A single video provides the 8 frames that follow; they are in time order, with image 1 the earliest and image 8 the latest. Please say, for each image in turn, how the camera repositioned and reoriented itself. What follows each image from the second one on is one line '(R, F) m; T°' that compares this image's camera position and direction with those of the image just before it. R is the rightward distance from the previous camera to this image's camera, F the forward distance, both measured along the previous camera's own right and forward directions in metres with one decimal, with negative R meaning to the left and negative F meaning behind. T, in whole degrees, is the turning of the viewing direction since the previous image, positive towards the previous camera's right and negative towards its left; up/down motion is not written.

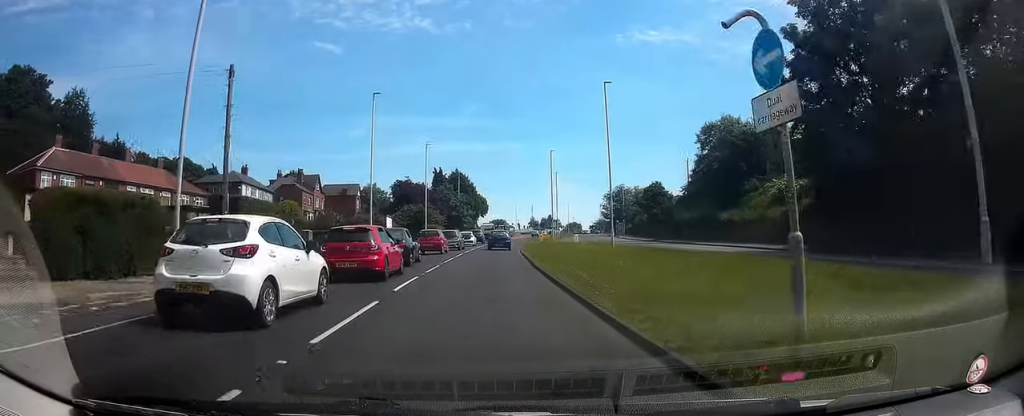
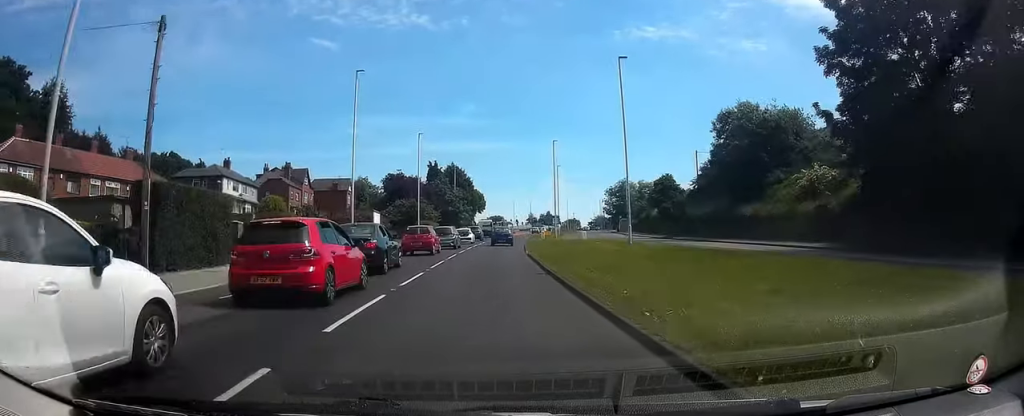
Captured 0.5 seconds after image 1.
(+0.1, +5.3) m; +1°
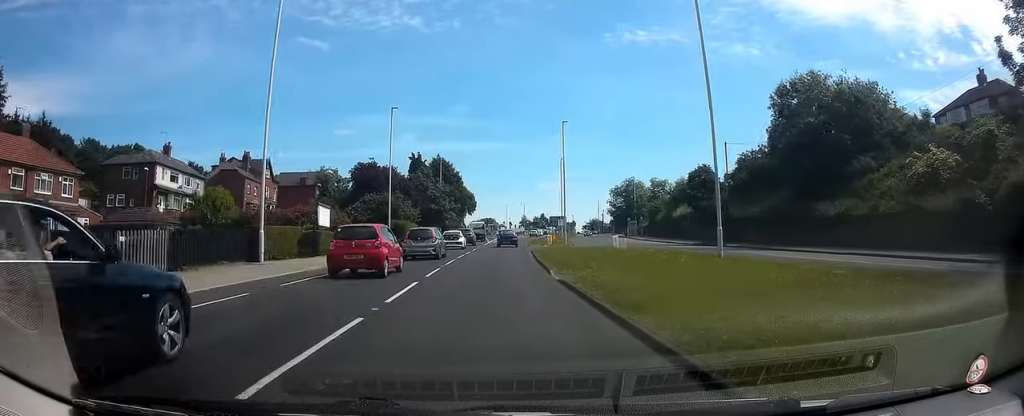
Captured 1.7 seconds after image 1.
(+0.2, +14.5) m; +2°
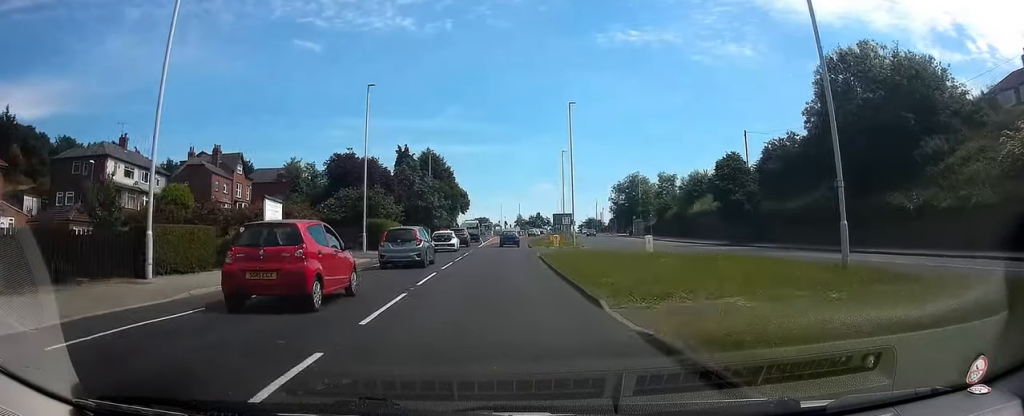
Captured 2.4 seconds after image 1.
(0.0, +8.1) m; +1°
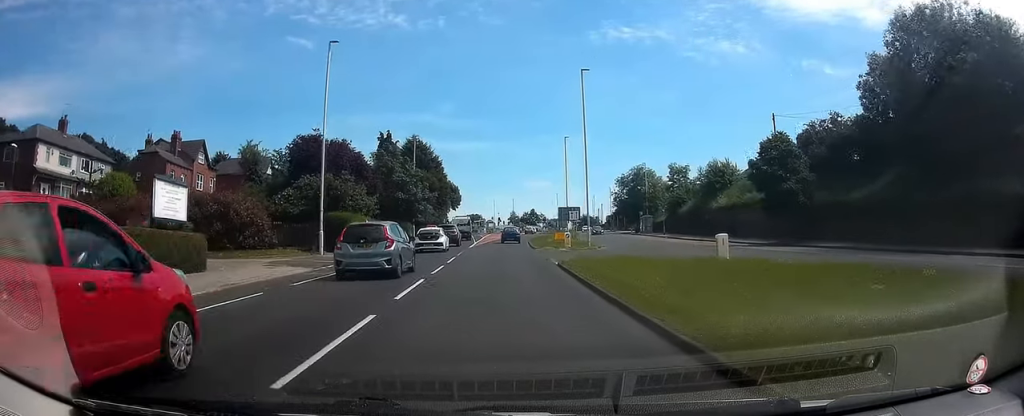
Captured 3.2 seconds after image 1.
(+0.1, +9.3) m; +1°
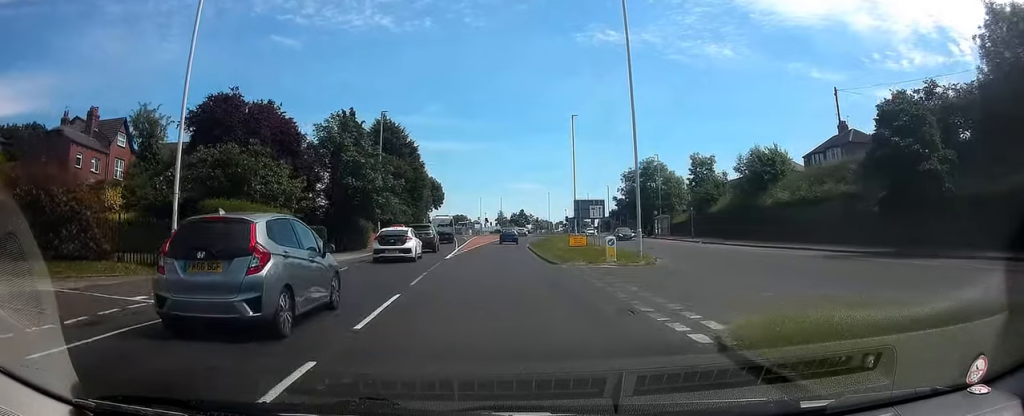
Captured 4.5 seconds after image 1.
(0.0, +14.7) m; 0°
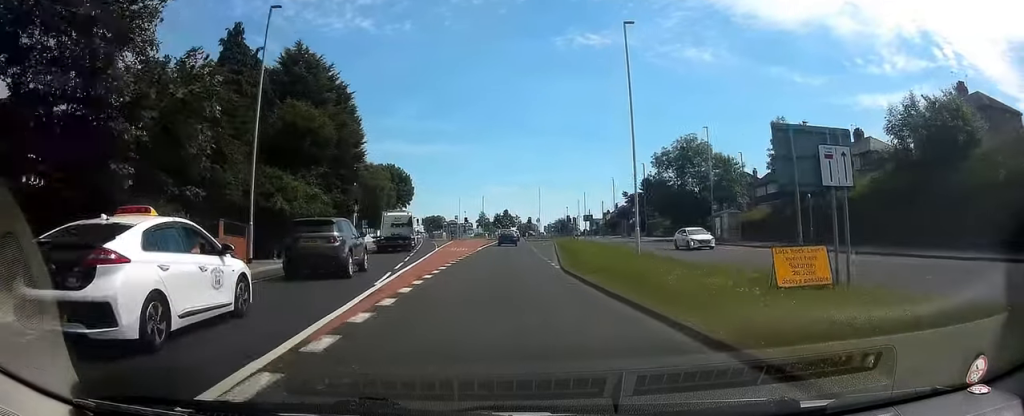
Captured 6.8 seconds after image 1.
(+0.4, +25.9) m; +2°
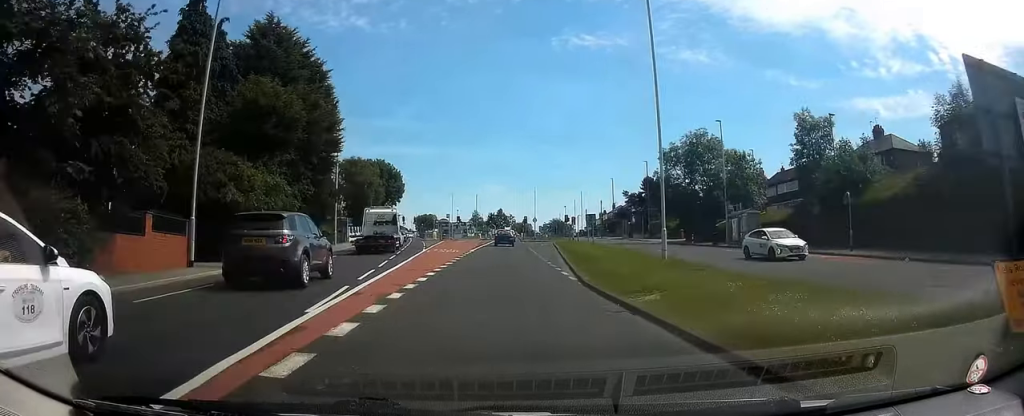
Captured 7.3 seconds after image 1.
(0.0, +4.9) m; +1°
